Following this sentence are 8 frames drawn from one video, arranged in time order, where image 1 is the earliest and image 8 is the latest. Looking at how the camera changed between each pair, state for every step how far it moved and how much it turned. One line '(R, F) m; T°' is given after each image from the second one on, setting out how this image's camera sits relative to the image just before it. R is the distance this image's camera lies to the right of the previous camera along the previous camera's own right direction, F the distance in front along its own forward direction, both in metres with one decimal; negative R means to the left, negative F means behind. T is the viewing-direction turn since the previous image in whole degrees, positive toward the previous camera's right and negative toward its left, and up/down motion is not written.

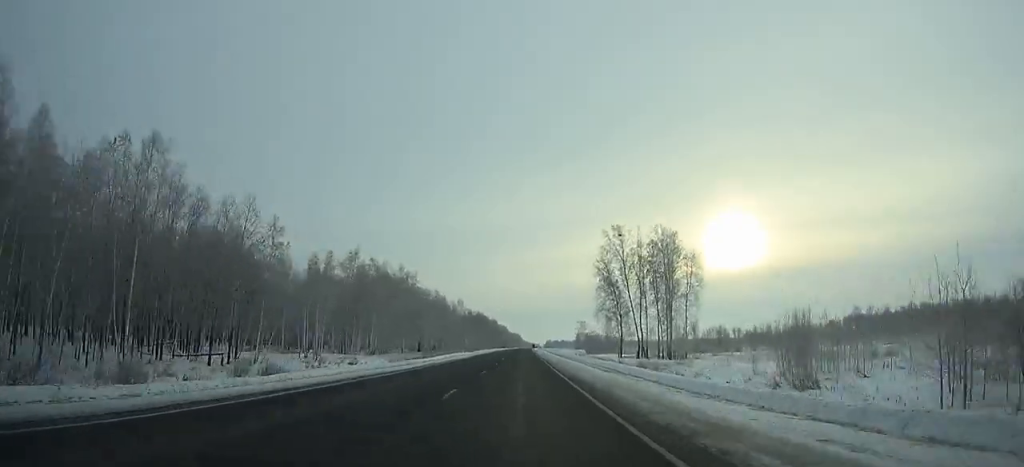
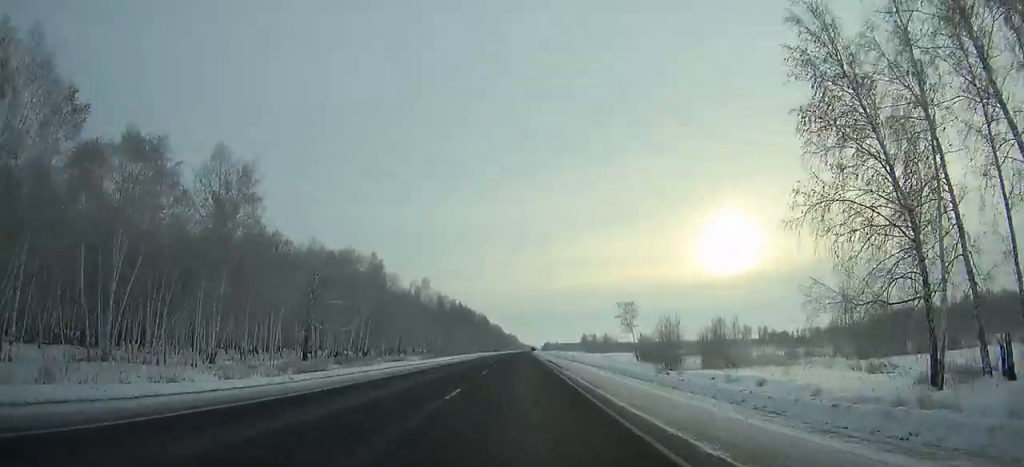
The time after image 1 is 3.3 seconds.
(+0.2, +82.3) m; 0°
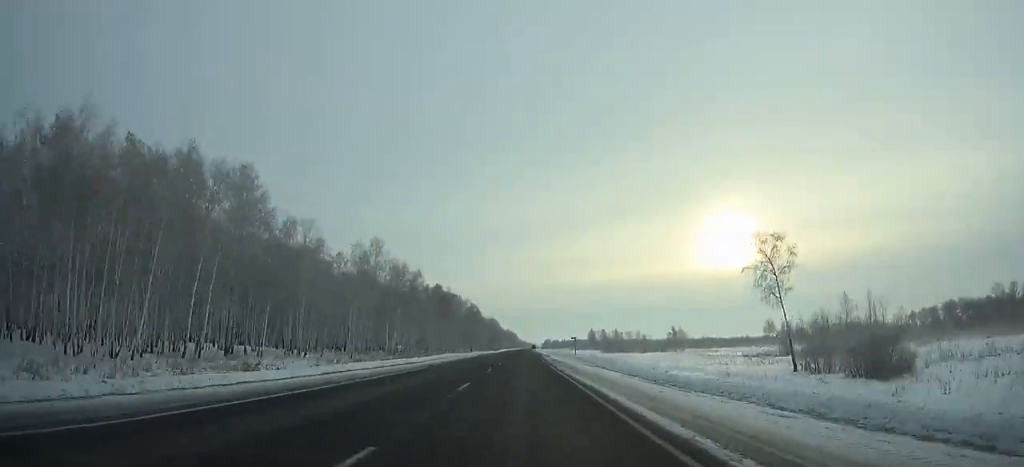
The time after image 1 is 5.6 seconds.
(+0.1, +56.7) m; 0°
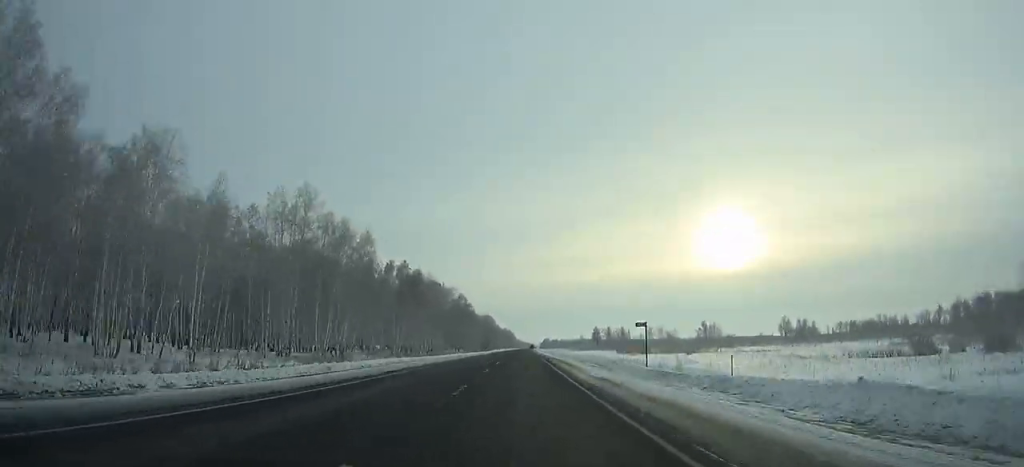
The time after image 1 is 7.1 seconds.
(0.0, +36.9) m; 0°
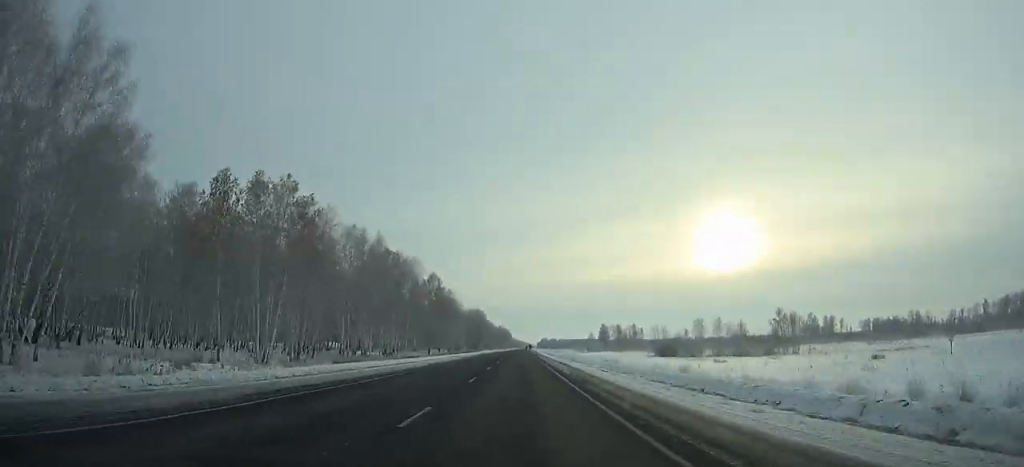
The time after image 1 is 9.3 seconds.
(+0.1, +53.5) m; 0°
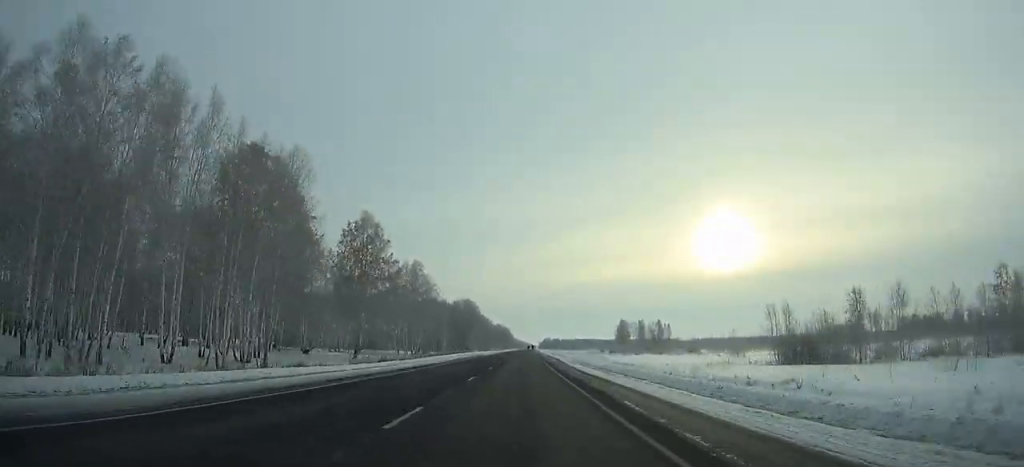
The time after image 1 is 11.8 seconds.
(+0.3, +60.4) m; 0°
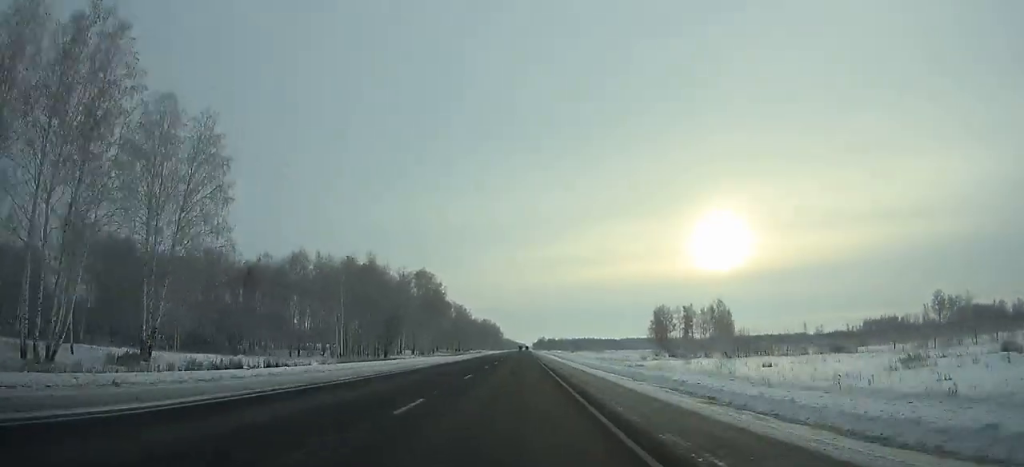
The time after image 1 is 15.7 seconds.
(+0.3, +93.8) m; 0°
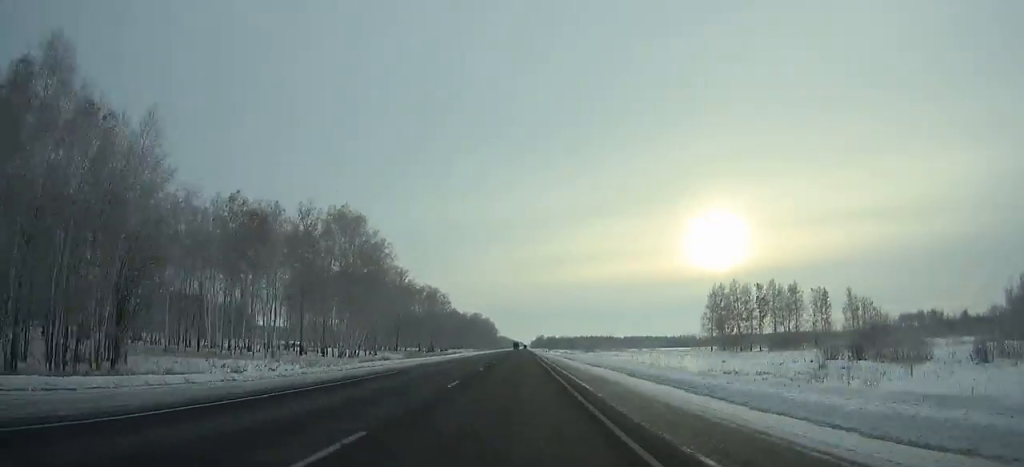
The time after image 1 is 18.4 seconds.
(+0.1, +64.7) m; 0°
